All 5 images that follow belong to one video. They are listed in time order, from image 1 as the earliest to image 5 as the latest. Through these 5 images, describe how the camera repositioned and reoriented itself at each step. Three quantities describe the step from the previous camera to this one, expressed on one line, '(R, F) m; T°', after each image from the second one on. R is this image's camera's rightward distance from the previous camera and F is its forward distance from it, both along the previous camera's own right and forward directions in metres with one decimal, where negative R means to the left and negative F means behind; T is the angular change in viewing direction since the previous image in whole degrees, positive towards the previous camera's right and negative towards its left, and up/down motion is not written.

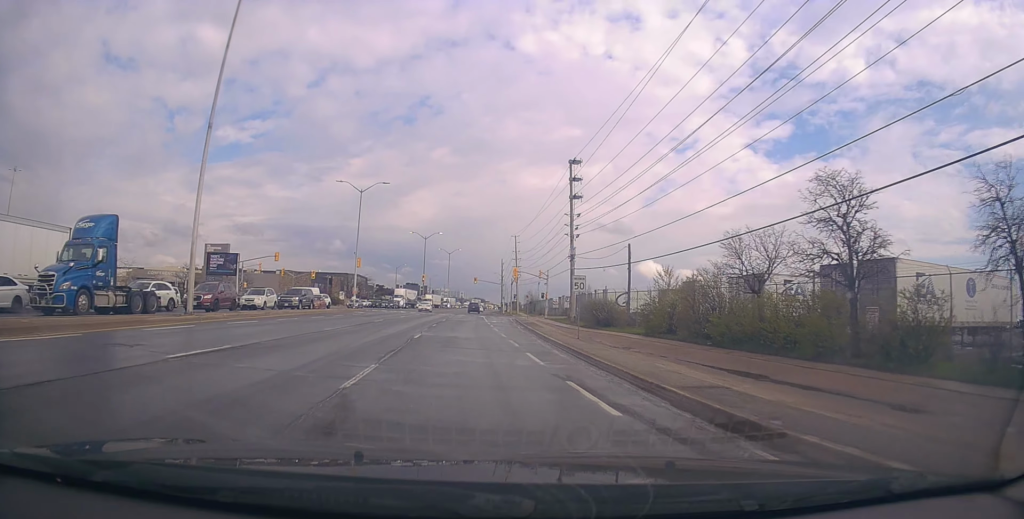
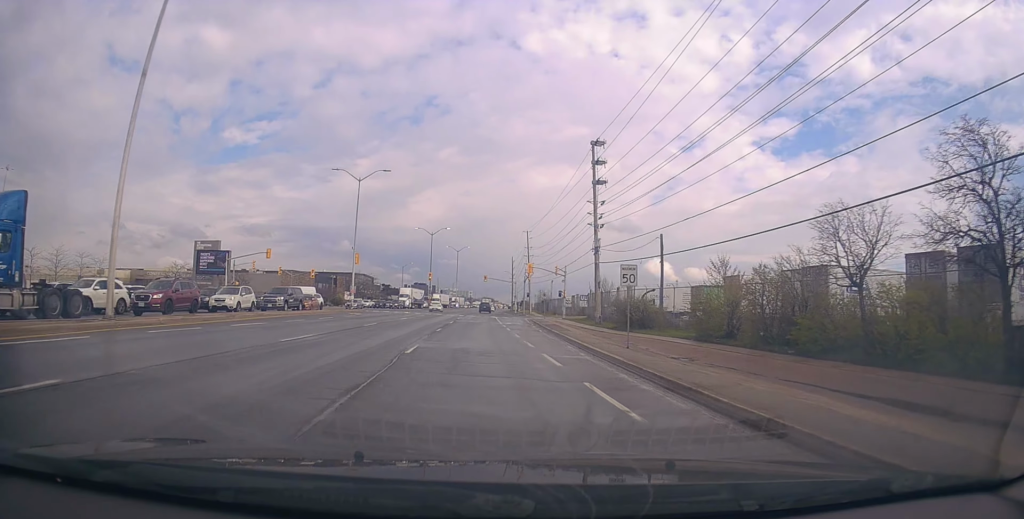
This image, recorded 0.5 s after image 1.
(+0.3, +6.4) m; -1°
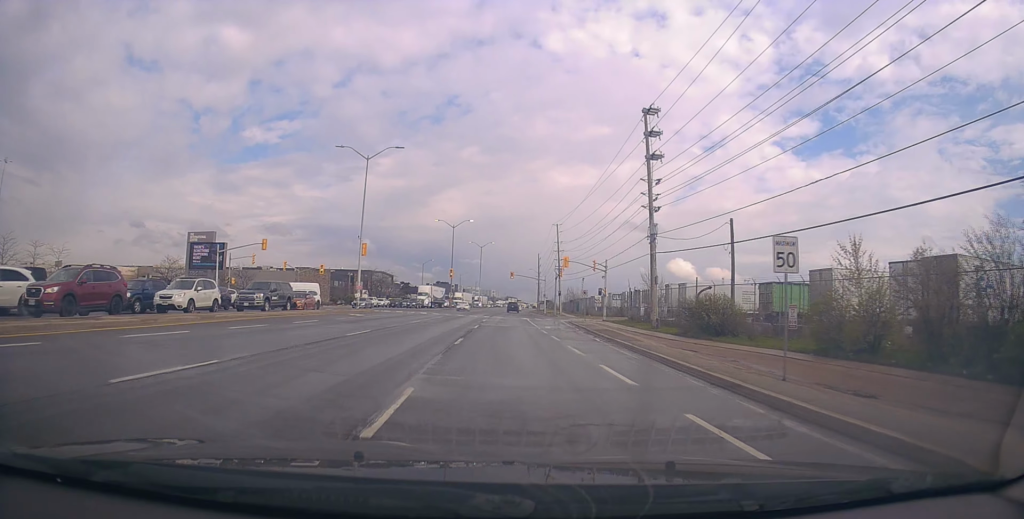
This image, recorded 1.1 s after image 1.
(-0.1, +8.6) m; -2°
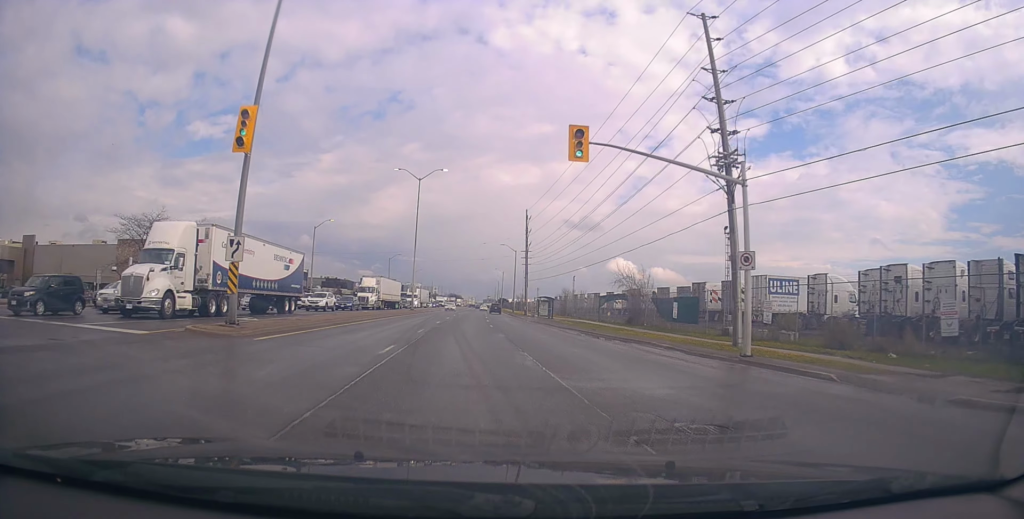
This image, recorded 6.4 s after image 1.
(+3.0, +78.5) m; +5°
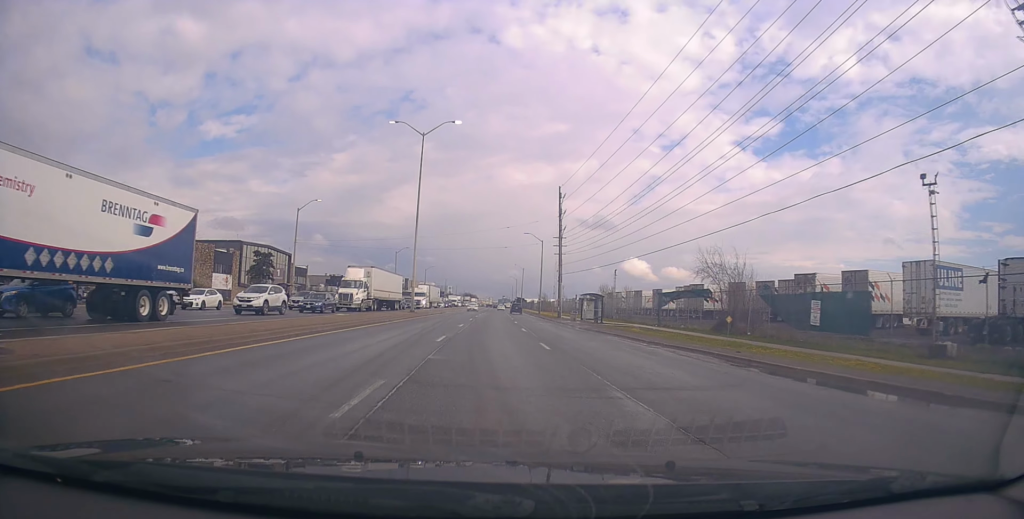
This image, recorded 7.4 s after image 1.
(-0.1, +17.5) m; -1°
